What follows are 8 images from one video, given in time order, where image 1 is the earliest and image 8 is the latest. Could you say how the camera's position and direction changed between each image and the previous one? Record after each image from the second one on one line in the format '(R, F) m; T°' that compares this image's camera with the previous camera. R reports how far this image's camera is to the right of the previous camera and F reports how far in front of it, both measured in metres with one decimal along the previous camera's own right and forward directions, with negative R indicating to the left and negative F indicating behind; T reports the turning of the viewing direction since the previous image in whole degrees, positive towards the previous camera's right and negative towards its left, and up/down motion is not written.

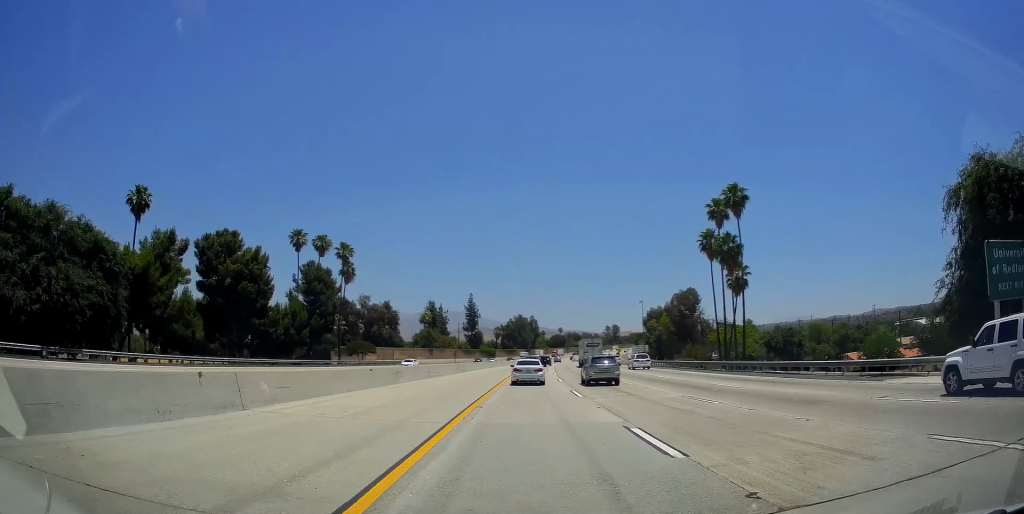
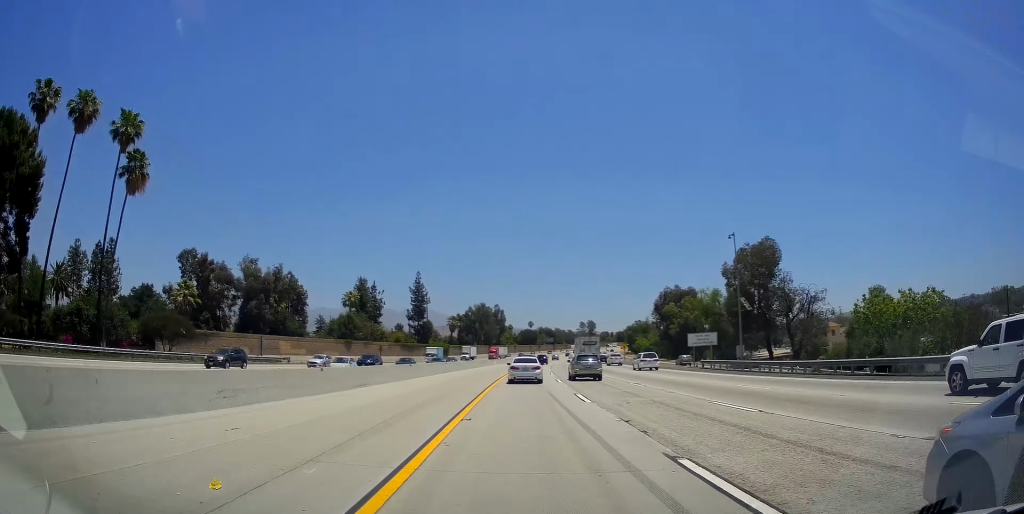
(+2.2, +61.2) m; +3°
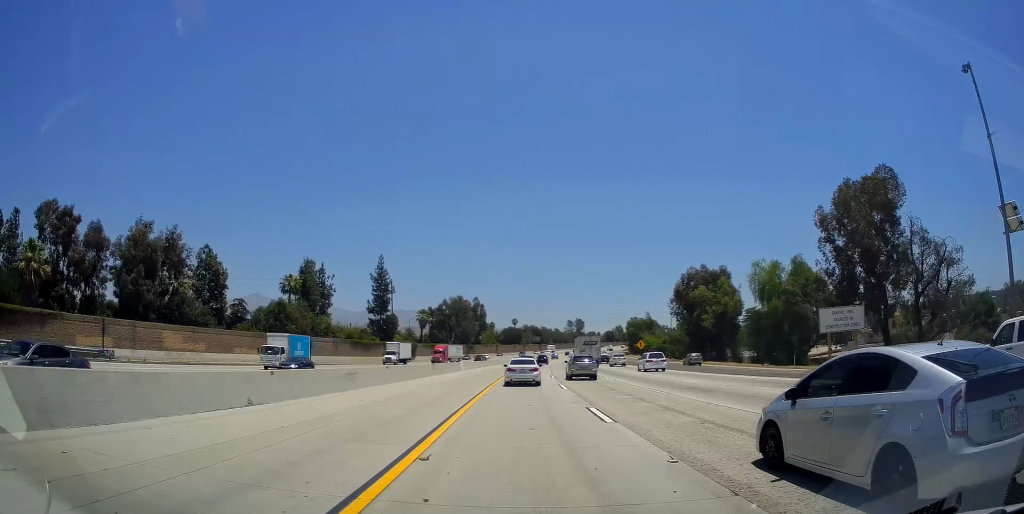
(+0.3, +33.4) m; +1°
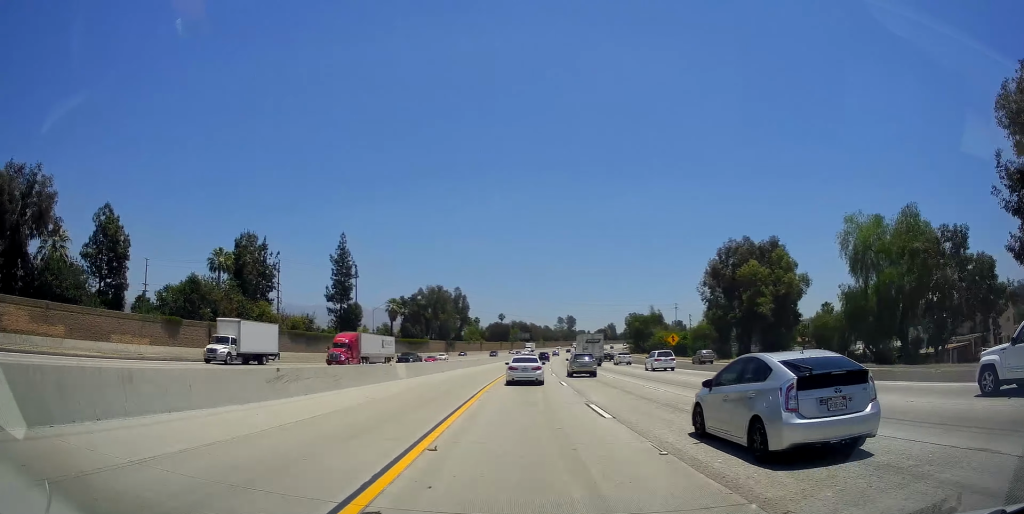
(+0.2, +28.4) m; +1°
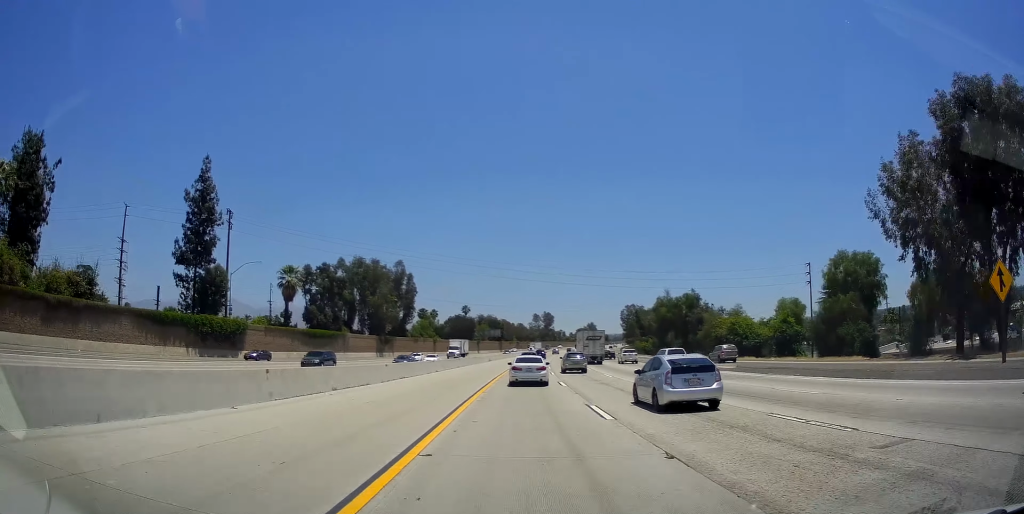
(+1.4, +60.4) m; +3°
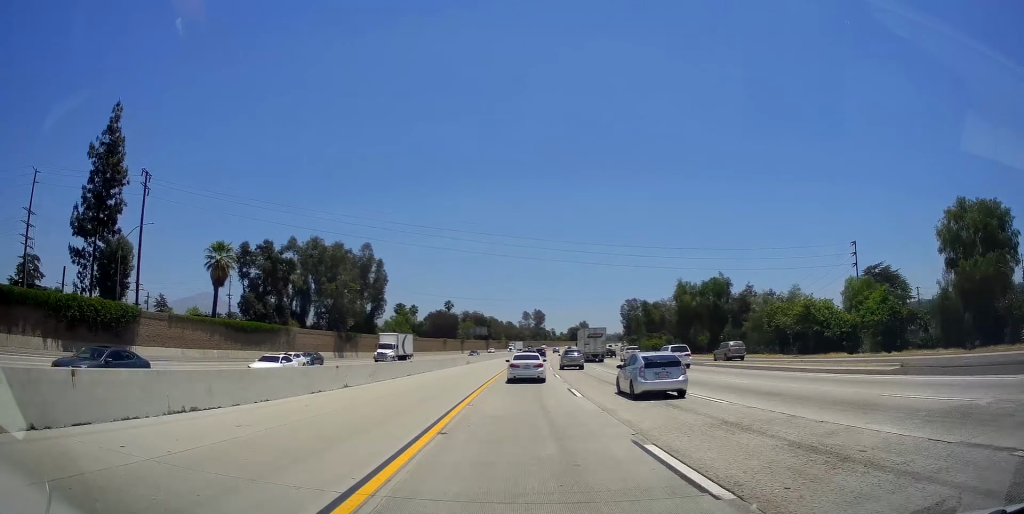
(+0.3, +22.0) m; +1°
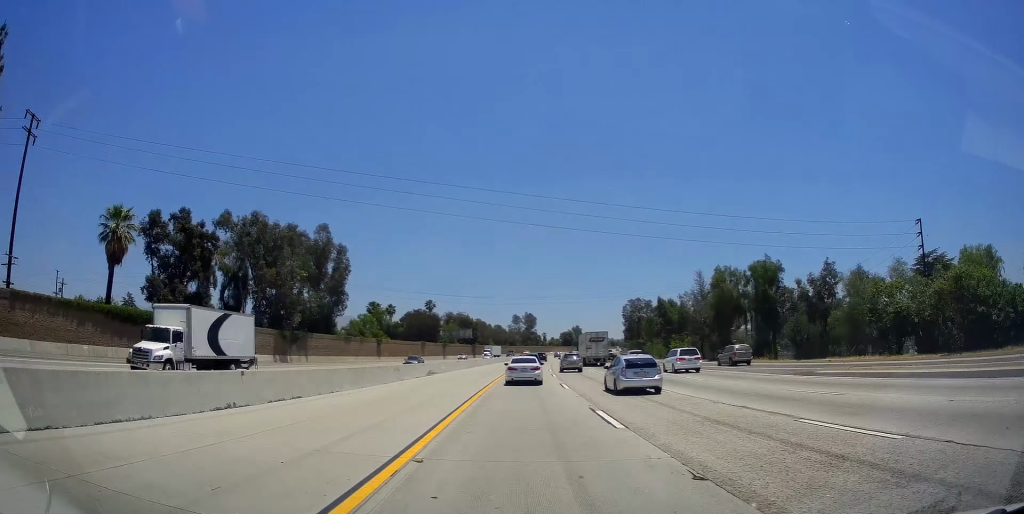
(+0.2, +21.9) m; +1°
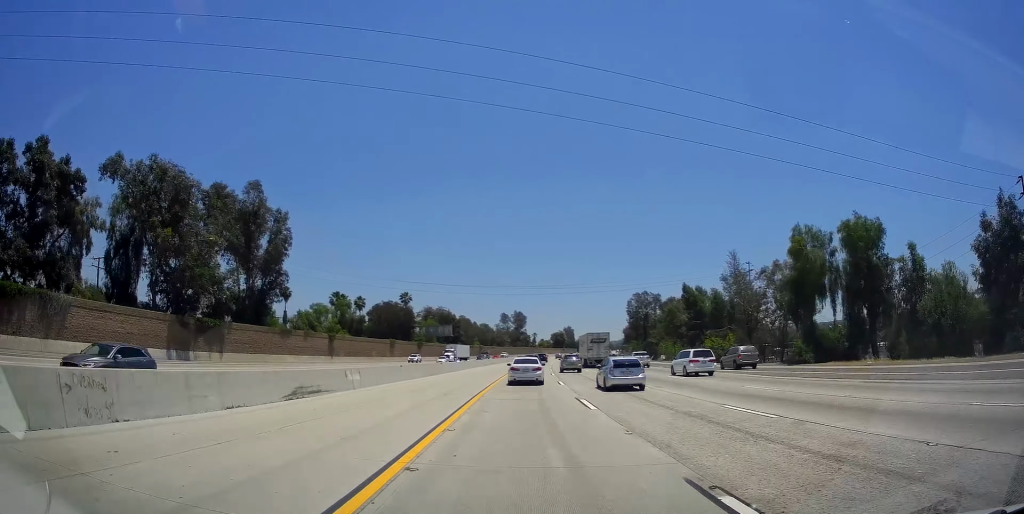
(+0.2, +24.4) m; +1°
